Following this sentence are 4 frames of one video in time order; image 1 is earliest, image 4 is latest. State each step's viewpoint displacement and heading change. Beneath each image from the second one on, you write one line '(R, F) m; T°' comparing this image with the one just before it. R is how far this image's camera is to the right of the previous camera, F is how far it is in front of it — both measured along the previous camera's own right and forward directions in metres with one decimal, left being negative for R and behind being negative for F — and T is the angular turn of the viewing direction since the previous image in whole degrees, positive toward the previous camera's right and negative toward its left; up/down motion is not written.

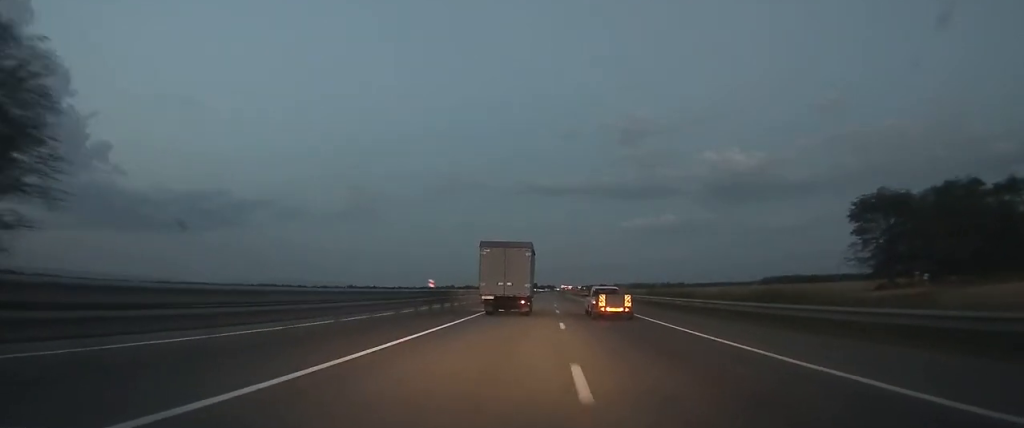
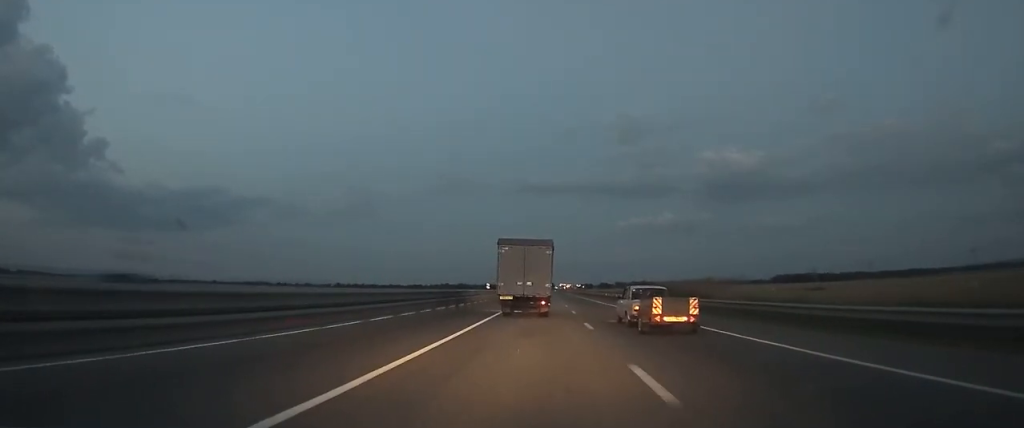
(+0.2, +60.5) m; 0°
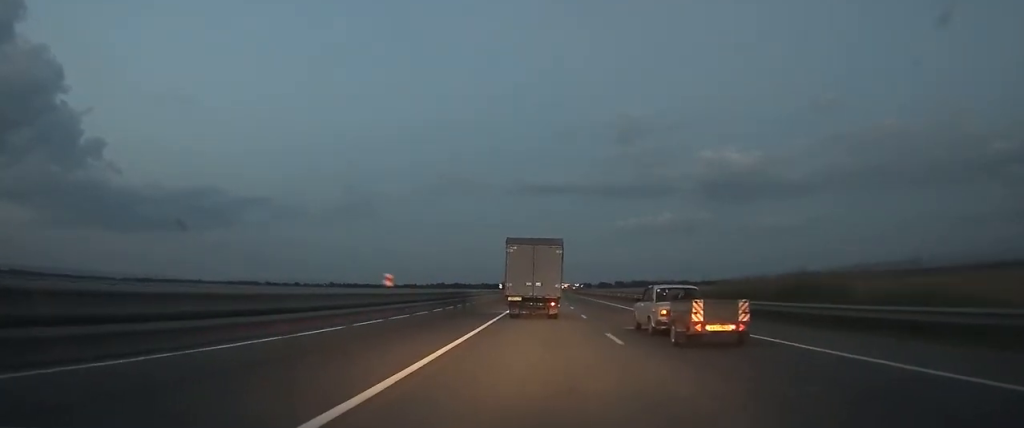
(0.0, +29.1) m; 0°
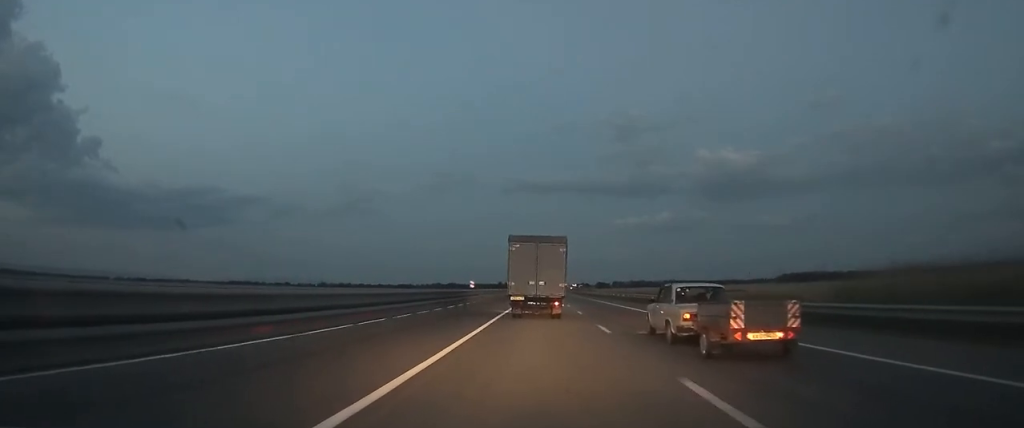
(+0.1, +20.9) m; 0°
